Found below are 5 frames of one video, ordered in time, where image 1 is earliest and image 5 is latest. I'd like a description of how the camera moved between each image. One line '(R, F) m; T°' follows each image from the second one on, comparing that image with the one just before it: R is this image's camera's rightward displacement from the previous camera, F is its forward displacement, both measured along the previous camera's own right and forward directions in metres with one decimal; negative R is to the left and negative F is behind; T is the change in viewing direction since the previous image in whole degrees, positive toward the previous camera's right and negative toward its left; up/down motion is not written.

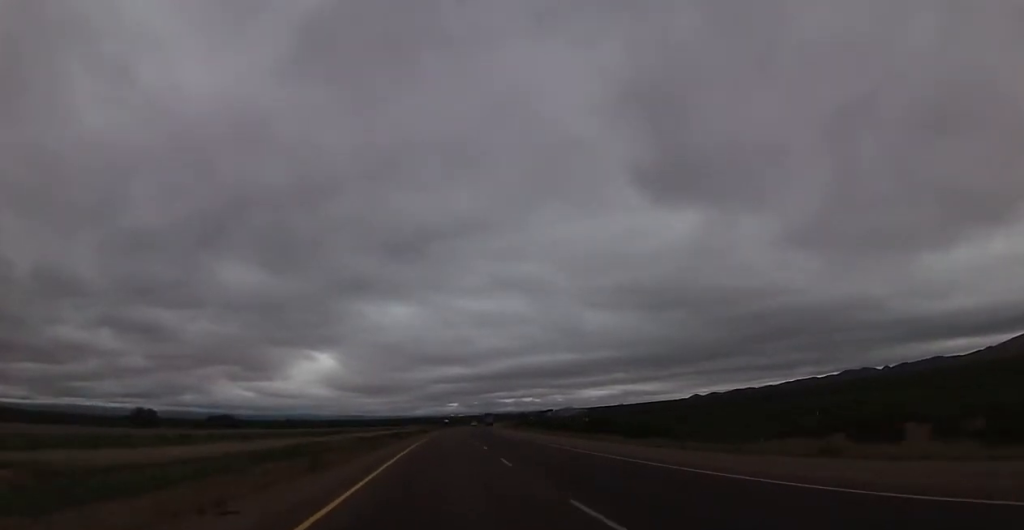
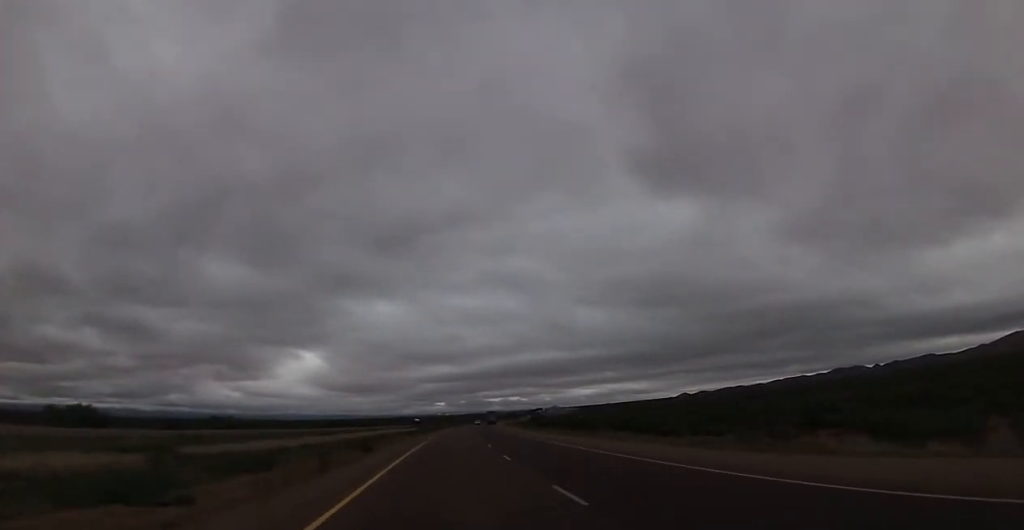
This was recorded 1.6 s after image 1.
(0.0, +58.4) m; 0°
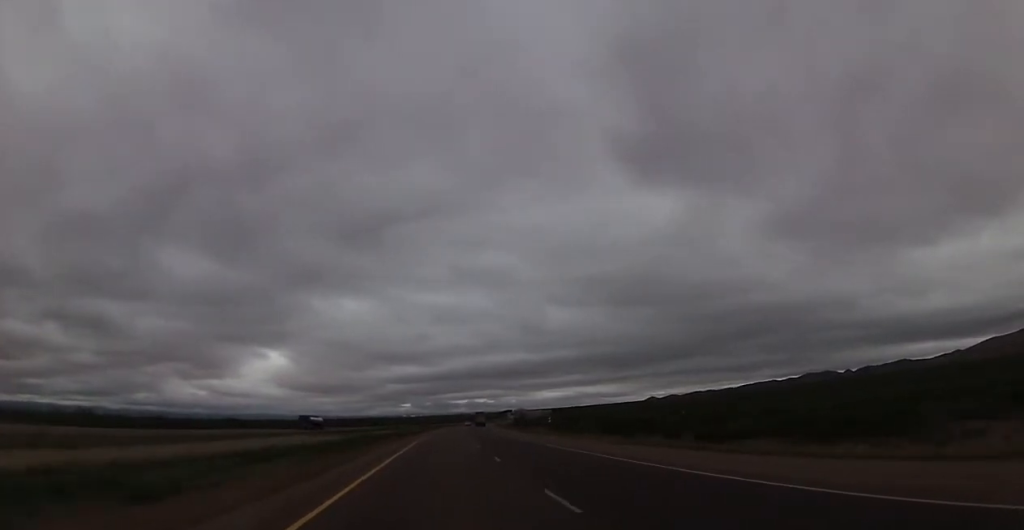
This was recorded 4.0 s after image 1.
(+2.2, +86.4) m; +3°
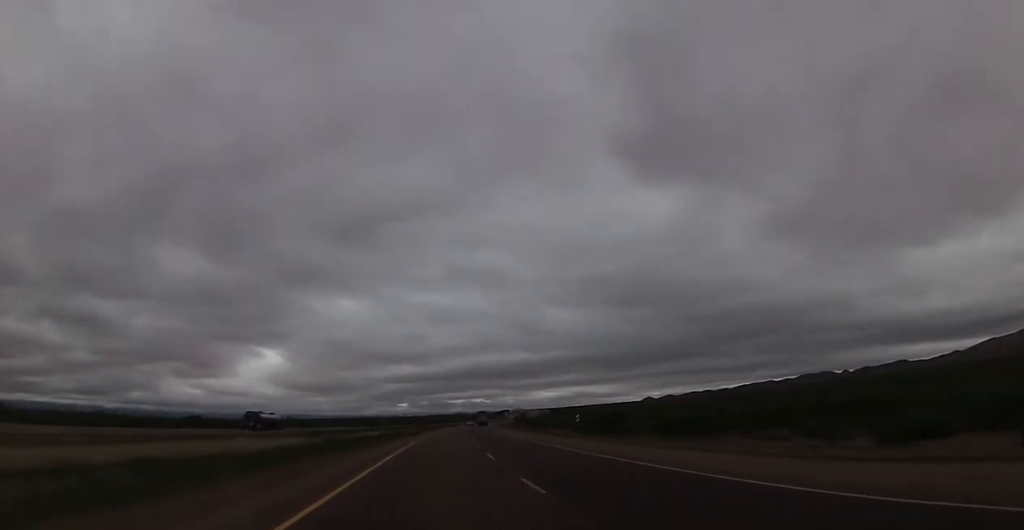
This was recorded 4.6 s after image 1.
(+0.1, +21.8) m; +1°
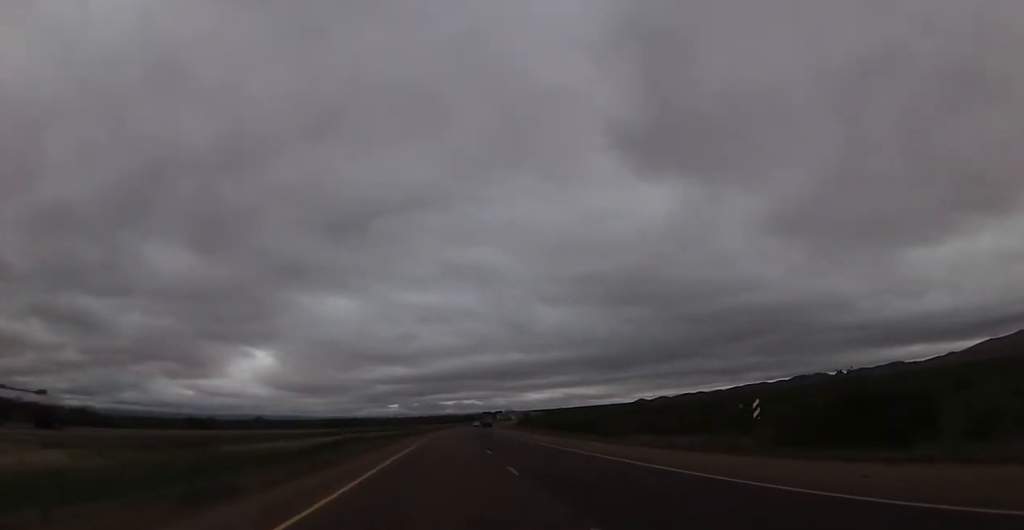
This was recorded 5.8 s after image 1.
(+0.3, +43.5) m; +1°
